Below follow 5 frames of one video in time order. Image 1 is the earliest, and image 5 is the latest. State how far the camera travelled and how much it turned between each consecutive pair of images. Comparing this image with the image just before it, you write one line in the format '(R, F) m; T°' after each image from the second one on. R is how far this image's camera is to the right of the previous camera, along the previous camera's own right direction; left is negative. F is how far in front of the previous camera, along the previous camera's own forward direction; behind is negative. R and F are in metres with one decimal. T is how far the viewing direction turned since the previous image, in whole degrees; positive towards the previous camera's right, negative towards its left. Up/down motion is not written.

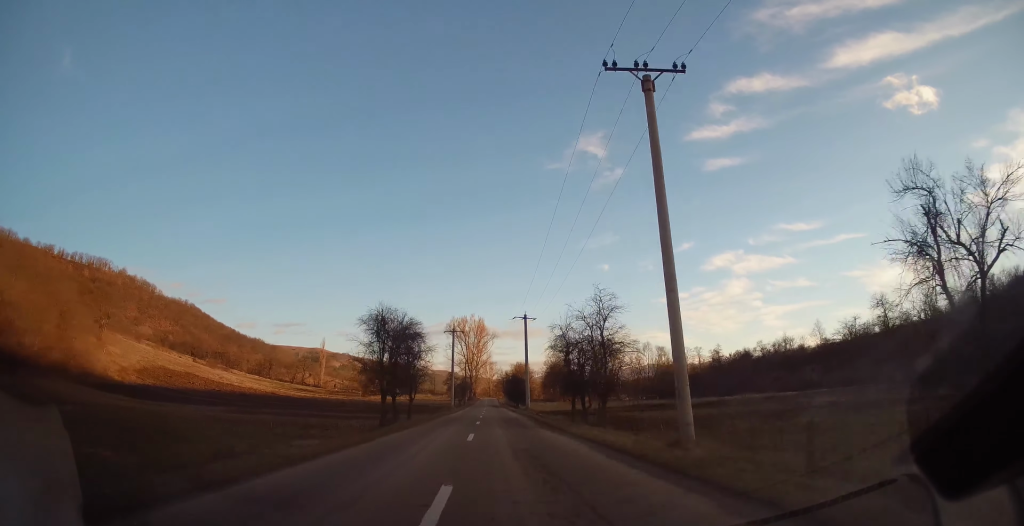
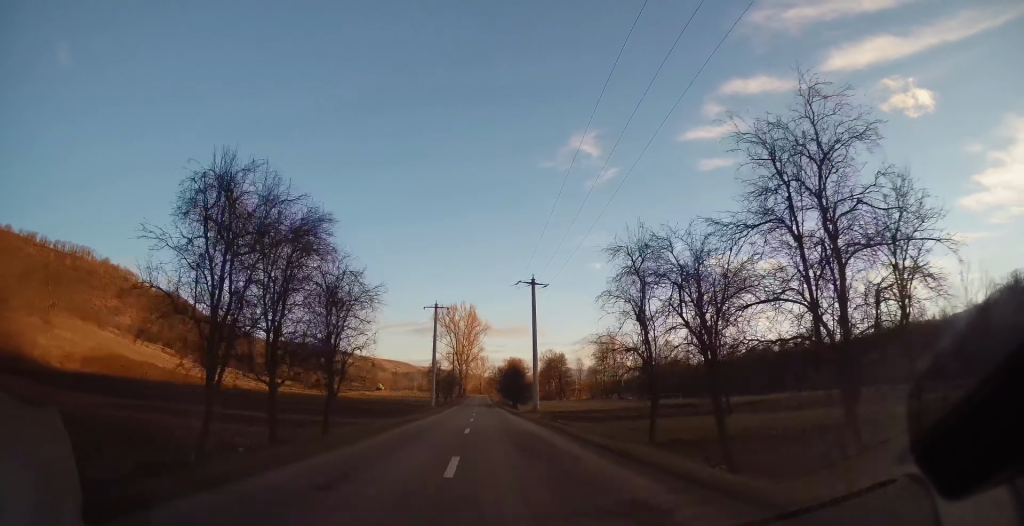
(+0.2, +19.3) m; +1°
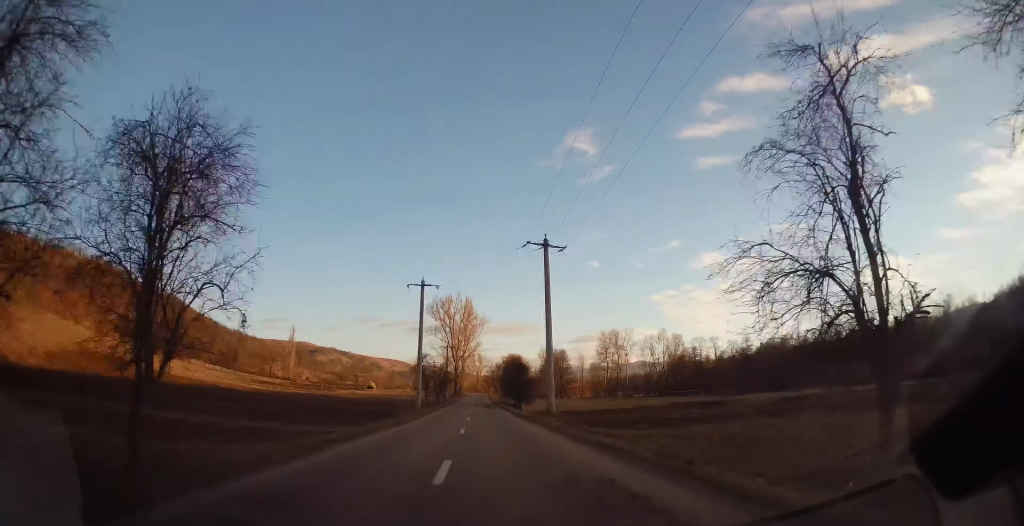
(0.0, +11.9) m; 0°
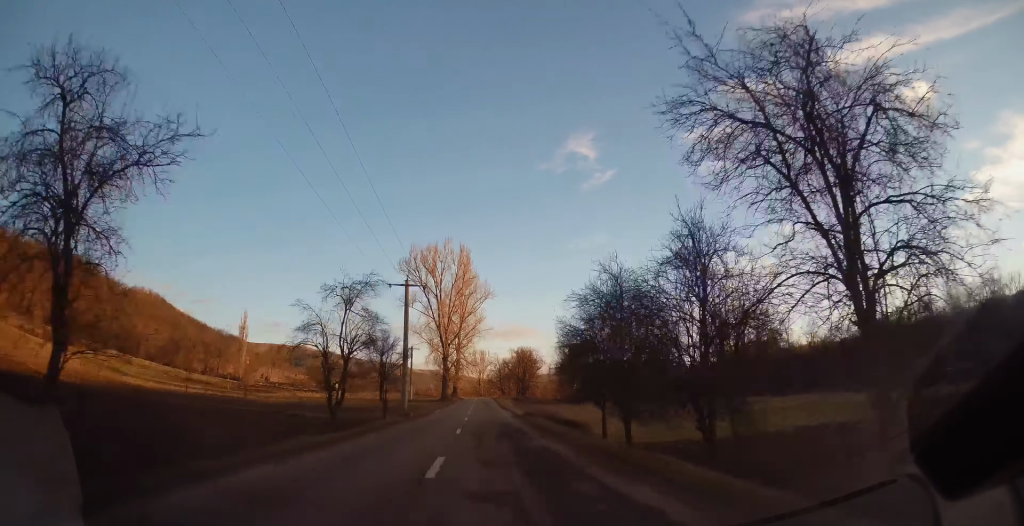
(0.0, +57.3) m; 0°
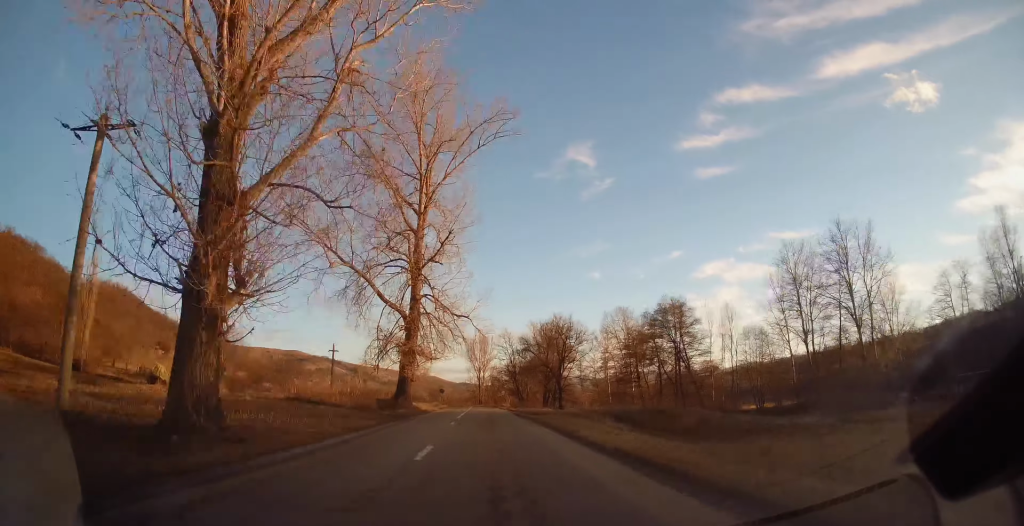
(-0.5, +87.1) m; +1°
